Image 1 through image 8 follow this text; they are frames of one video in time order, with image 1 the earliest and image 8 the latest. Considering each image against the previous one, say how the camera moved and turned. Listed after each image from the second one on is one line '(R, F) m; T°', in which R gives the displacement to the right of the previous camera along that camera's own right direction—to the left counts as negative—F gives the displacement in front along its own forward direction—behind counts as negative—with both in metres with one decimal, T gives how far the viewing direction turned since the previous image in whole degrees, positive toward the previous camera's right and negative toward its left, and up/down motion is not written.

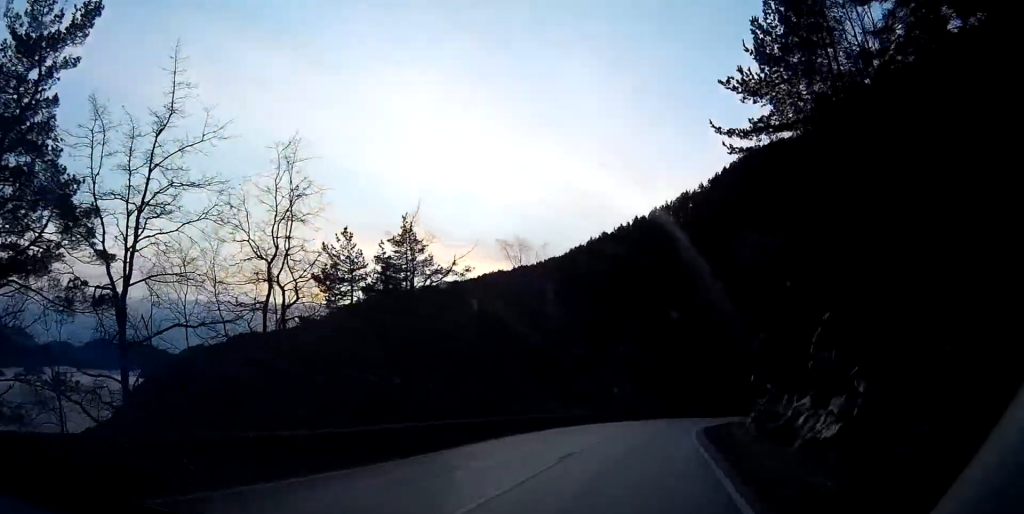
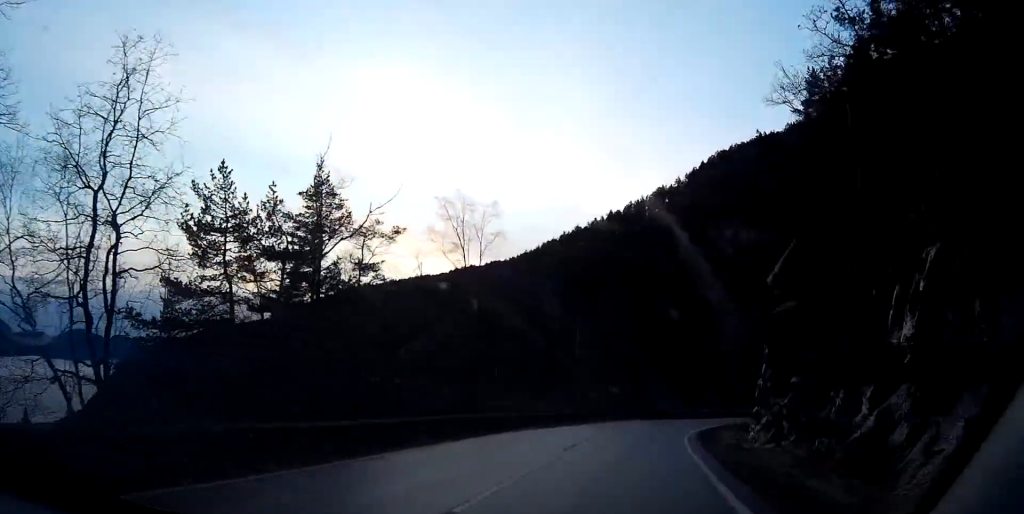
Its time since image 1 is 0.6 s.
(-0.1, +8.8) m; +1°
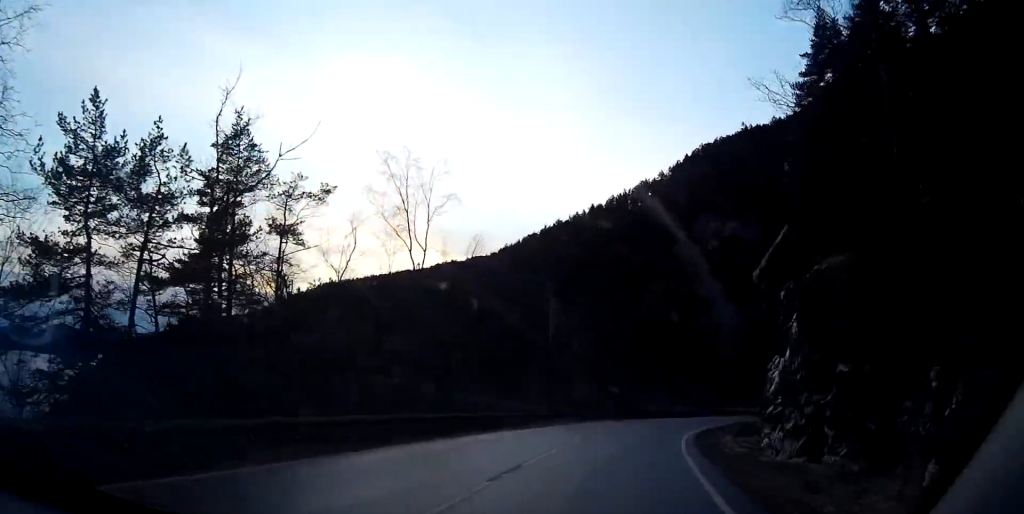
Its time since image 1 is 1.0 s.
(+0.2, +6.4) m; +1°
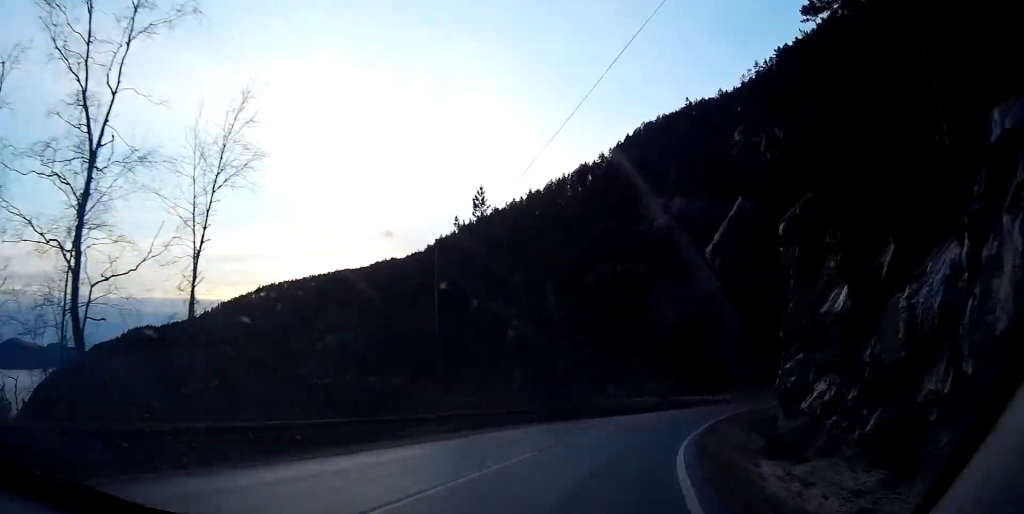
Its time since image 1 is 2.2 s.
(+0.5, +16.9) m; +5°
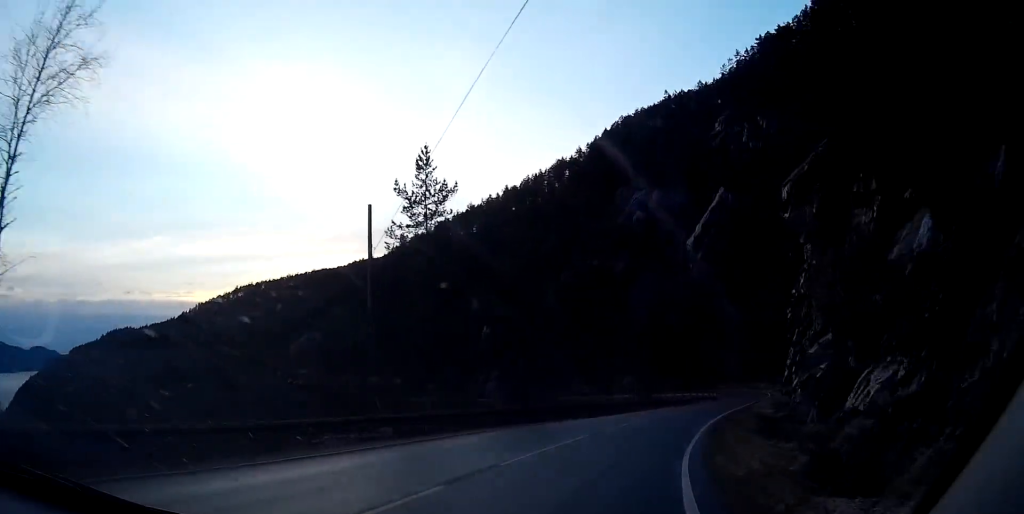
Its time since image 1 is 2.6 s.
(-0.2, +6.0) m; +2°
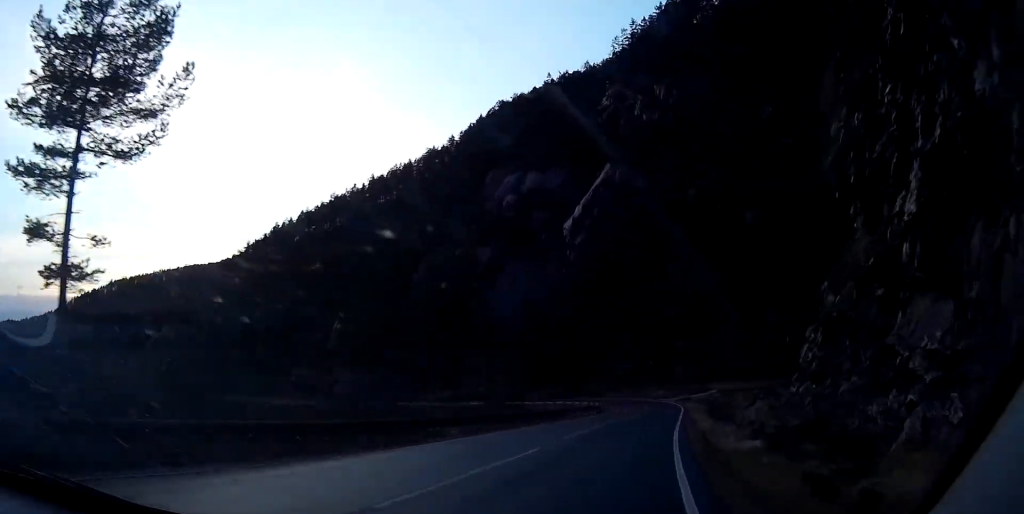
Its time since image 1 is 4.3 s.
(+3.2, +26.6) m; +12°
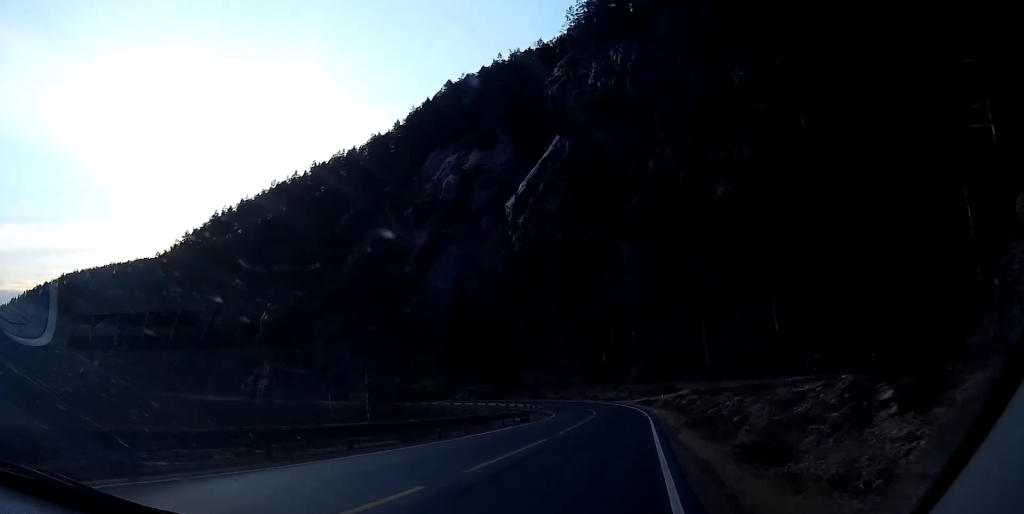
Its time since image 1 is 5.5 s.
(+1.0, +18.8) m; +5°
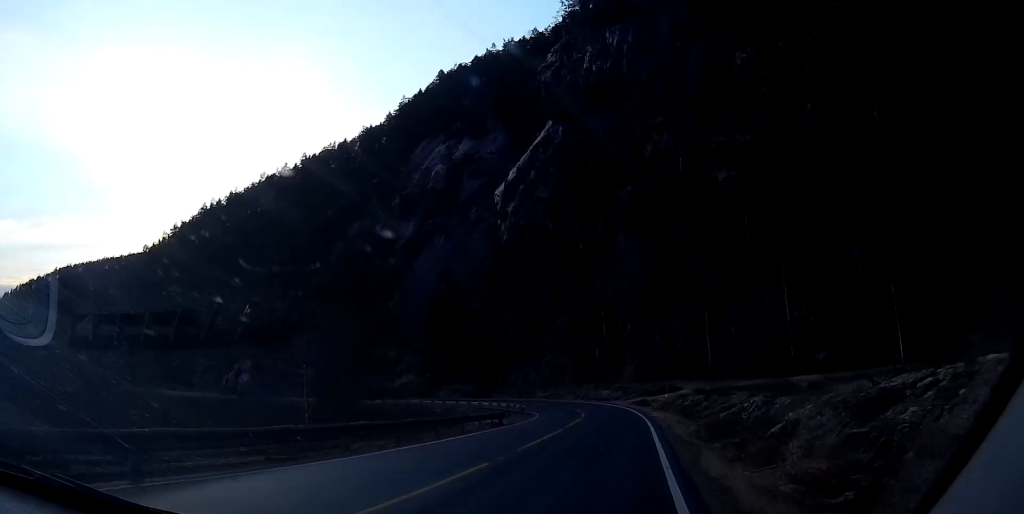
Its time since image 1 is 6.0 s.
(+0.1, +7.7) m; +1°
